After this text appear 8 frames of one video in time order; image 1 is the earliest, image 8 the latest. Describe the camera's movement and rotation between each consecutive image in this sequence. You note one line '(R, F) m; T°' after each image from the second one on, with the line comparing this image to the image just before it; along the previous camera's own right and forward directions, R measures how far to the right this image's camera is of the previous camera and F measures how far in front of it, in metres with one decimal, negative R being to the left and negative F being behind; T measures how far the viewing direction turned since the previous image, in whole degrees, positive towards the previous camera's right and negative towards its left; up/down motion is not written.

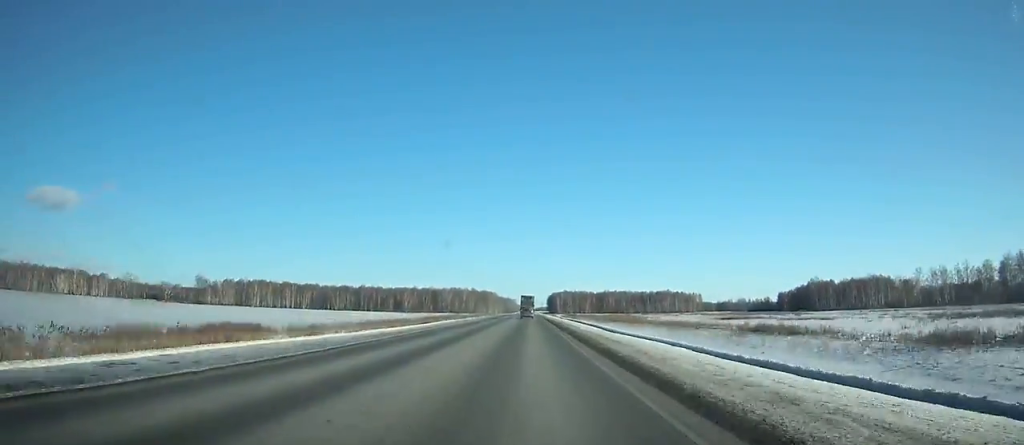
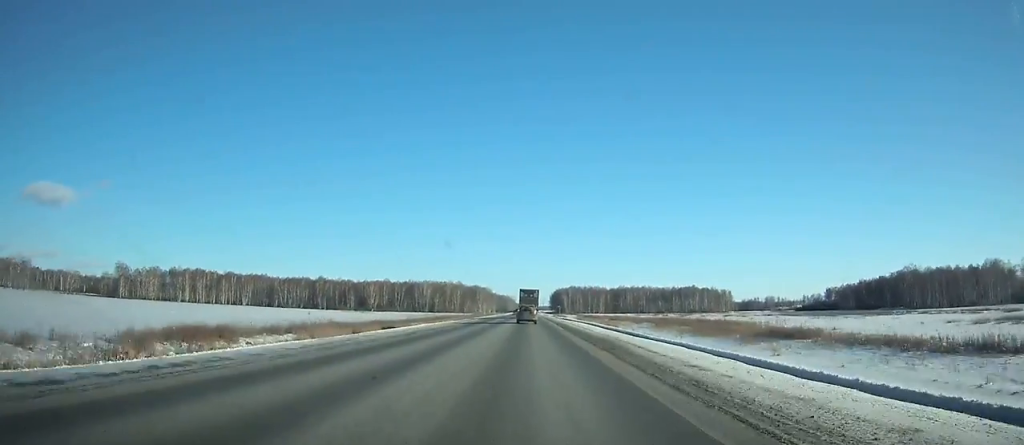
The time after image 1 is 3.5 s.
(-0.1, +109.4) m; 0°
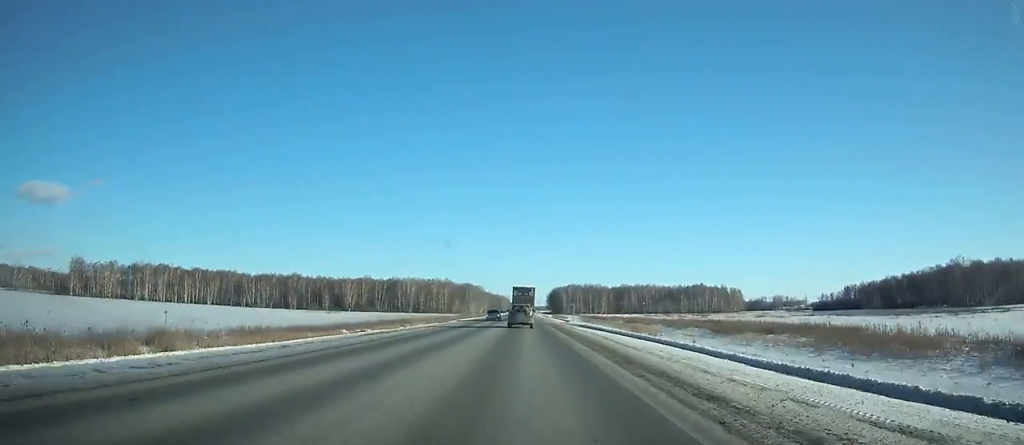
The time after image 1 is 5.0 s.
(-0.1, +43.9) m; 0°
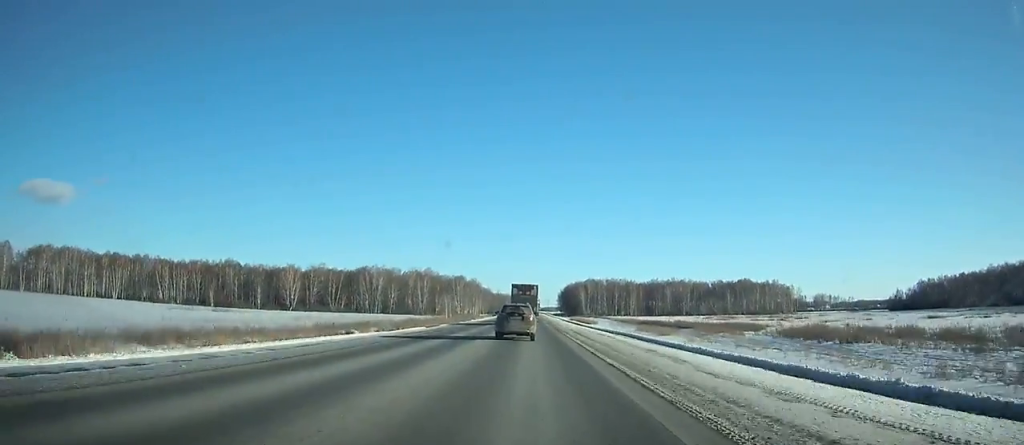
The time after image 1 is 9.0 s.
(+0.5, +103.1) m; 0°
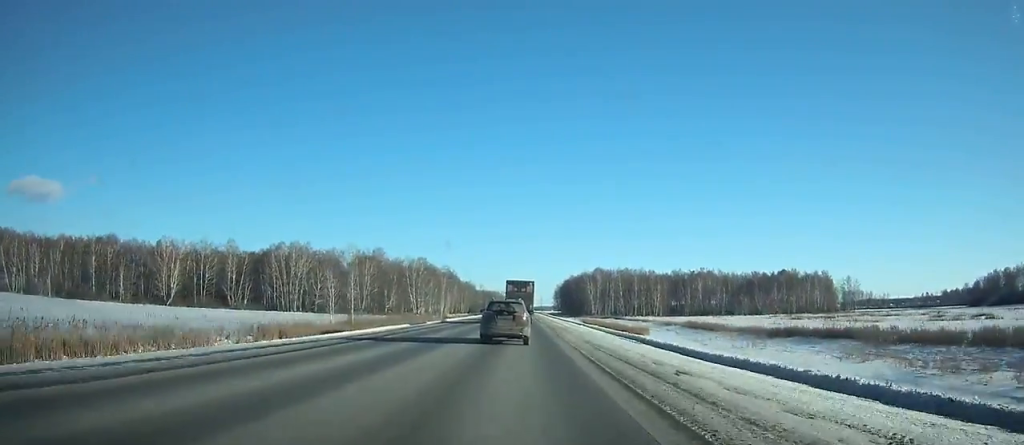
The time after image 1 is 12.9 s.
(-0.1, +86.7) m; 0°
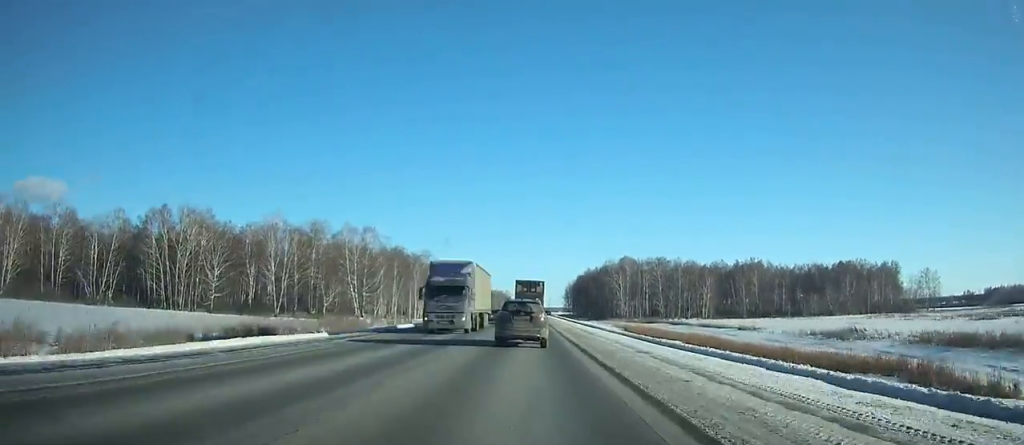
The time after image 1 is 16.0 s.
(-0.1, +61.7) m; 0°
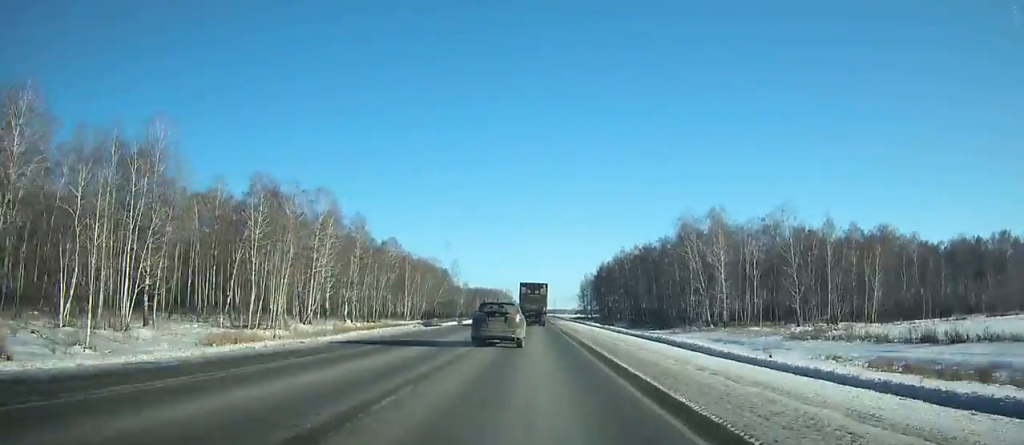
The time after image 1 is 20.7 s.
(-0.4, +91.6) m; 0°
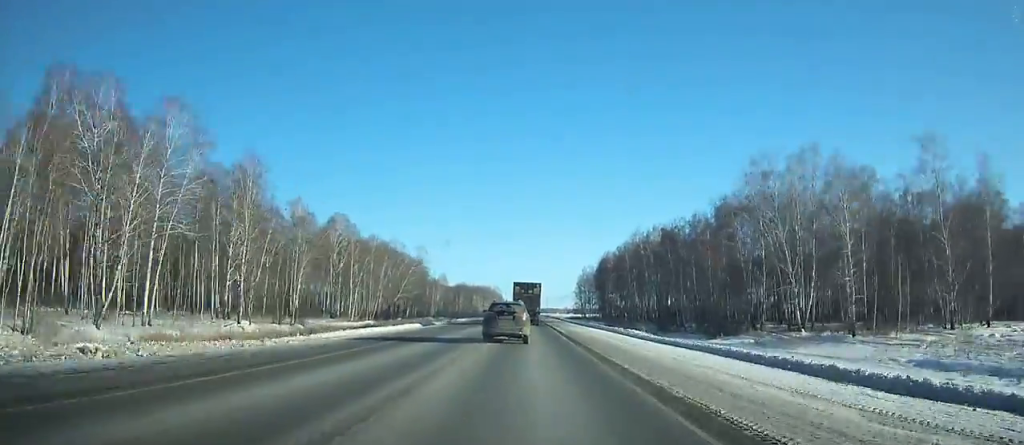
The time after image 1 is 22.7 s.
(-0.1, +39.9) m; 0°
